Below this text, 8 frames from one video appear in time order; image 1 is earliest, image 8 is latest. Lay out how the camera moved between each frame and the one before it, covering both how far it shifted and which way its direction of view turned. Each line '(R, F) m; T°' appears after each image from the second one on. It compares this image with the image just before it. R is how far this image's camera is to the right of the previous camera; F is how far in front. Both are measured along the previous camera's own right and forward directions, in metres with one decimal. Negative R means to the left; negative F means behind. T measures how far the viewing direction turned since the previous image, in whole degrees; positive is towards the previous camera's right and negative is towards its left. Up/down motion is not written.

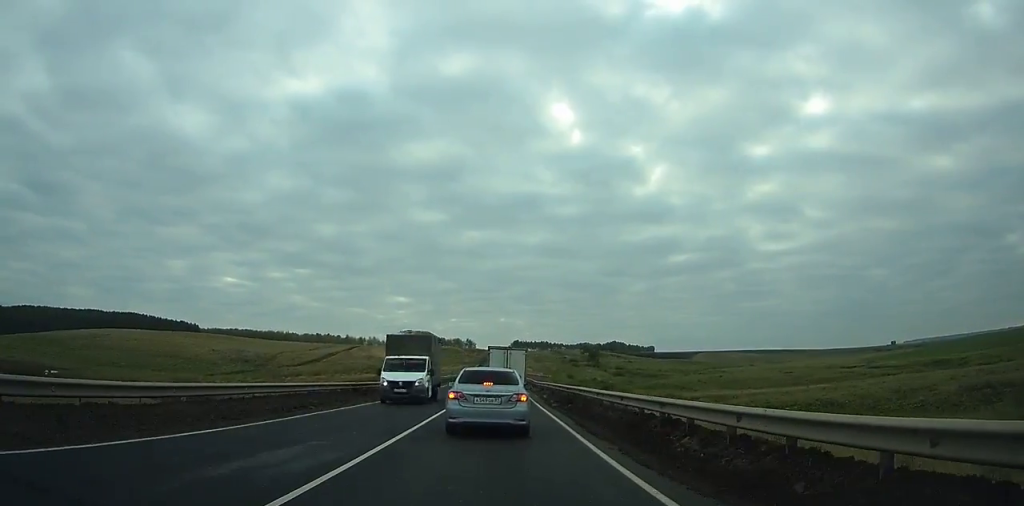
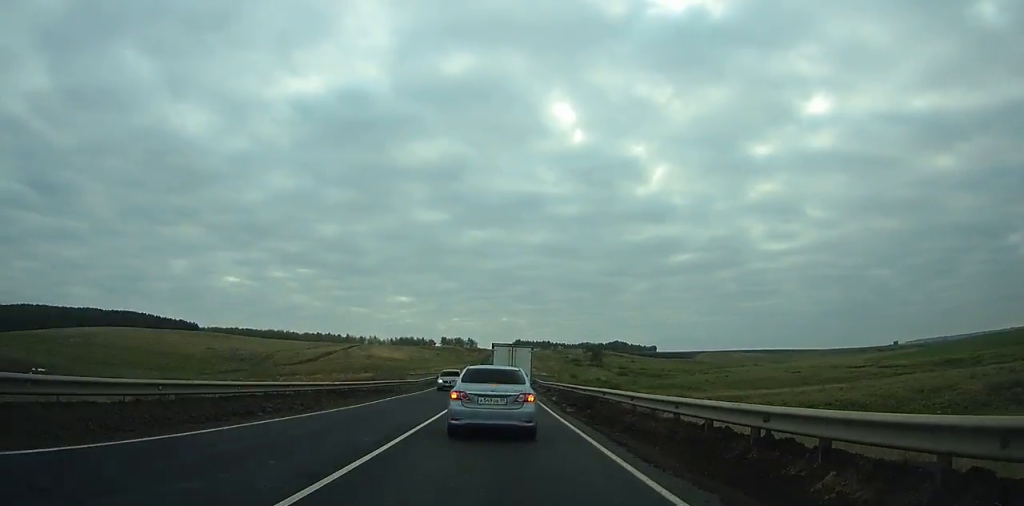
(0.0, +5.9) m; 0°
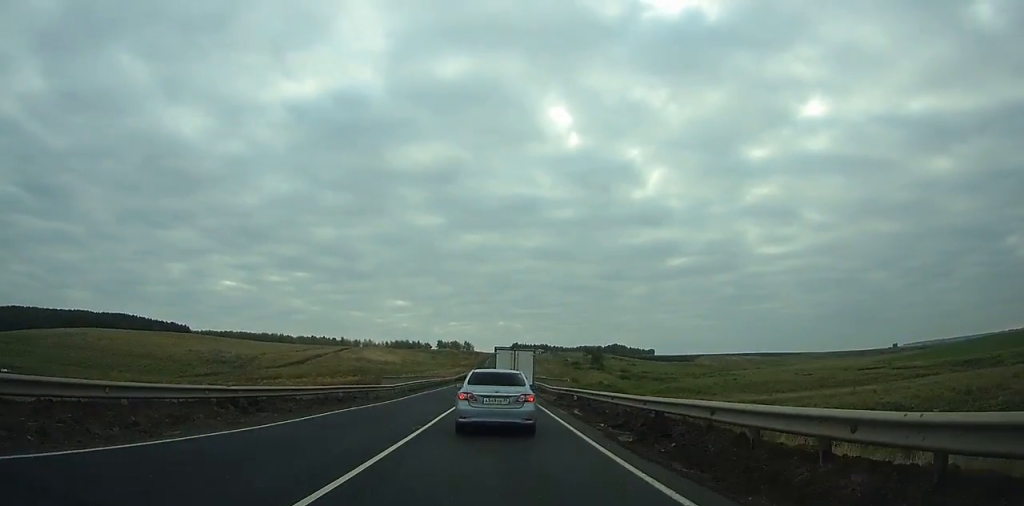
(+0.1, +12.7) m; 0°
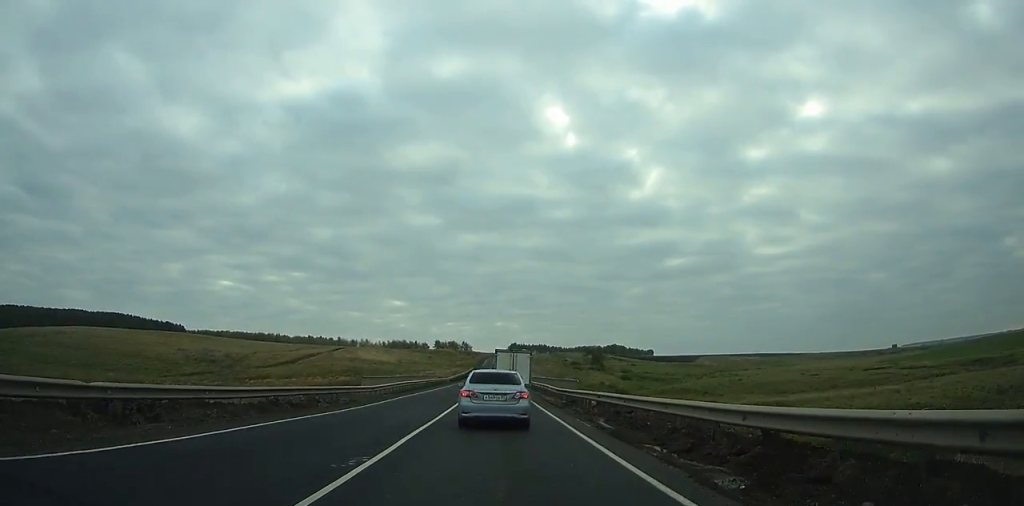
(0.0, +6.5) m; 0°
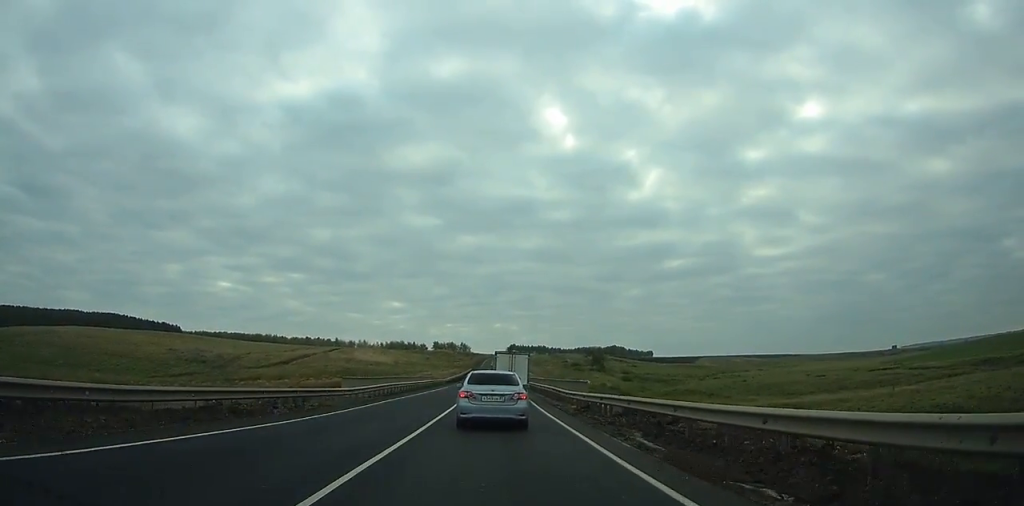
(0.0, +3.9) m; 0°
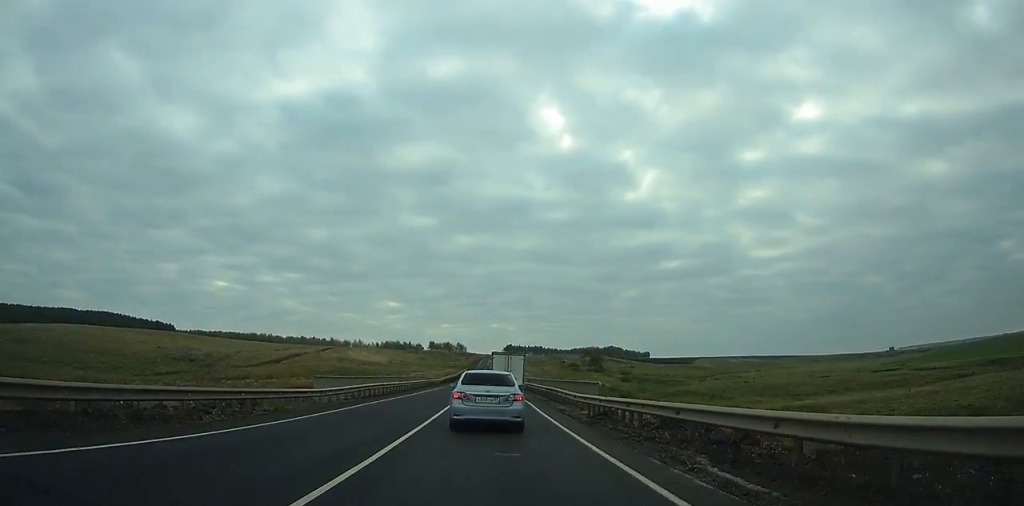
(0.0, +3.5) m; 0°
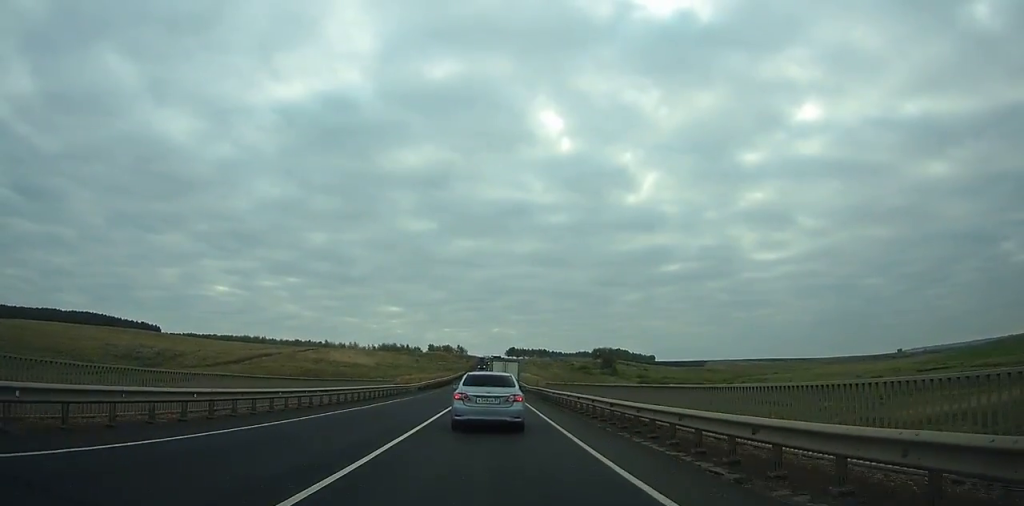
(-0.1, +22.9) m; -1°
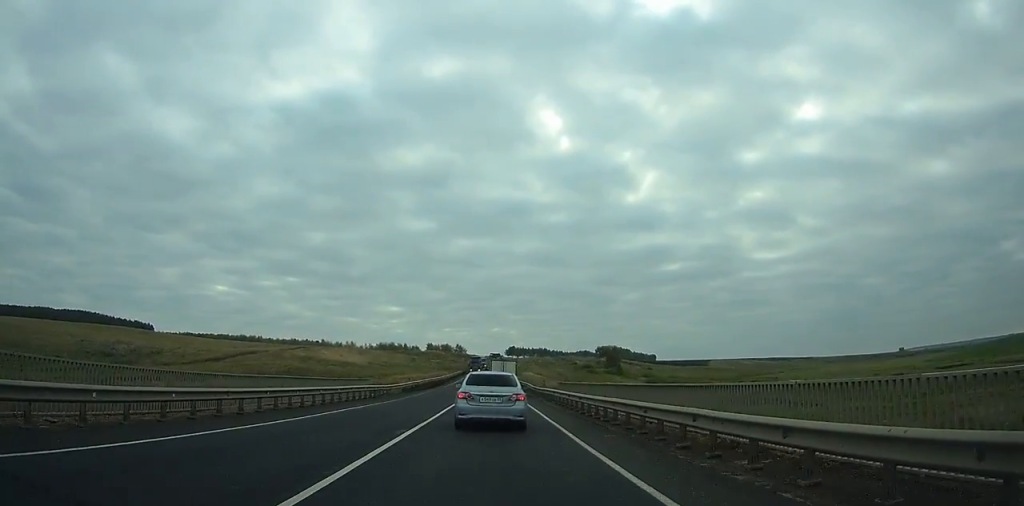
(0.0, +9.5) m; 0°
